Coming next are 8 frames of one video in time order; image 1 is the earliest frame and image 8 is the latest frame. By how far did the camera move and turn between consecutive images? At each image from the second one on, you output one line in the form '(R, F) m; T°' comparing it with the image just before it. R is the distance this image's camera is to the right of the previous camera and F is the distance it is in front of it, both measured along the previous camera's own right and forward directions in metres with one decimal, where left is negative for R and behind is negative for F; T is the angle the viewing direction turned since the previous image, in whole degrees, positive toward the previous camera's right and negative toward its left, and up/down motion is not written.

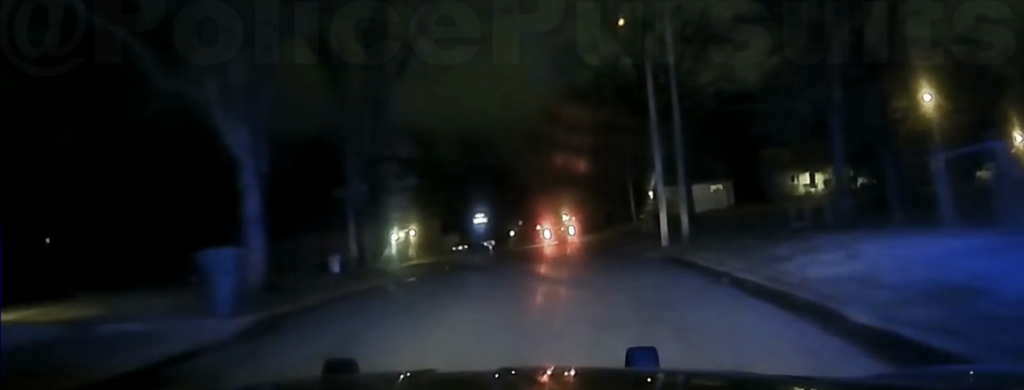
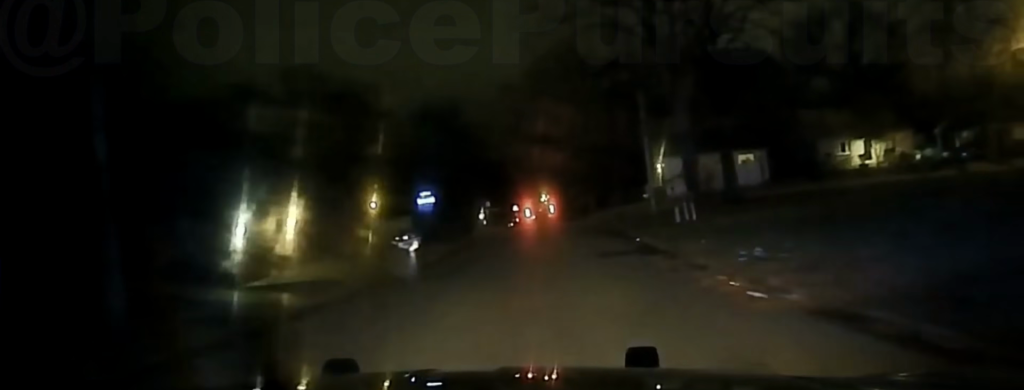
(-0.2, +24.1) m; -1°
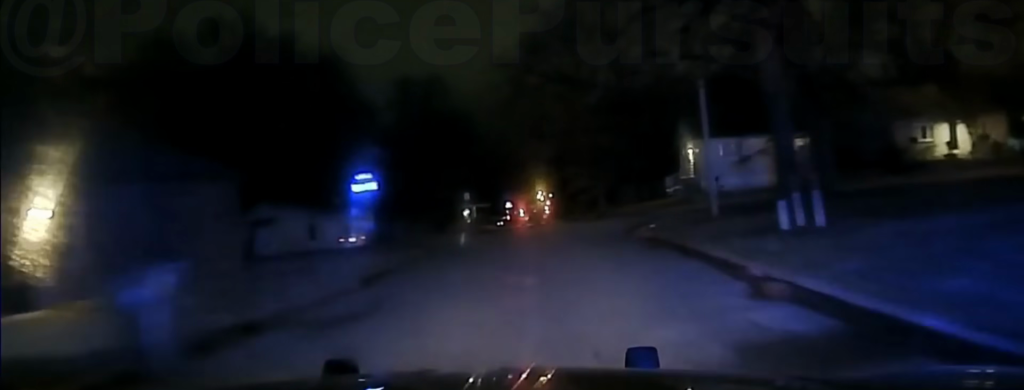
(-0.1, +19.4) m; -1°
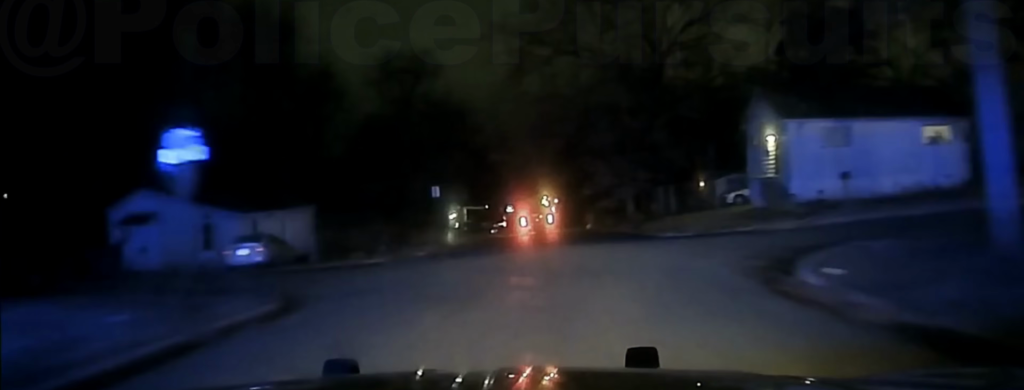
(-0.1, +19.6) m; 0°
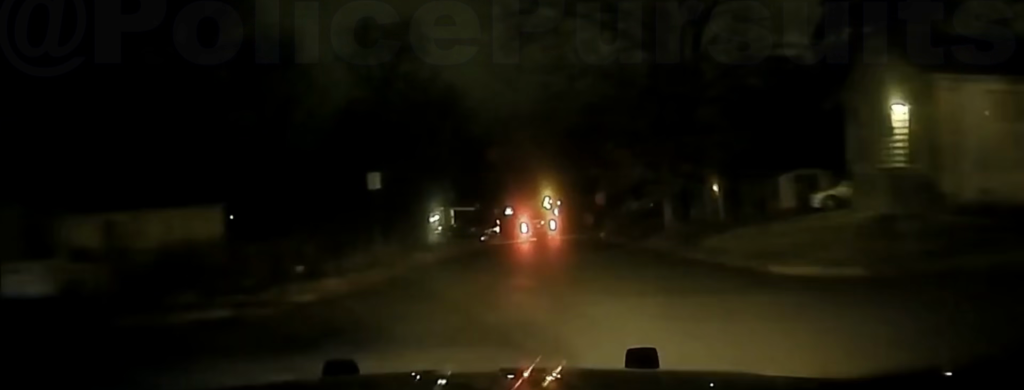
(-0.1, +15.5) m; 0°
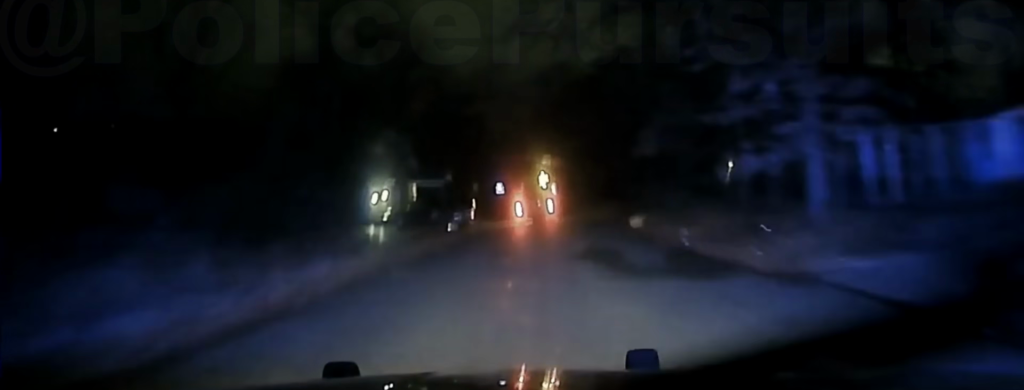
(+0.1, +18.8) m; +1°
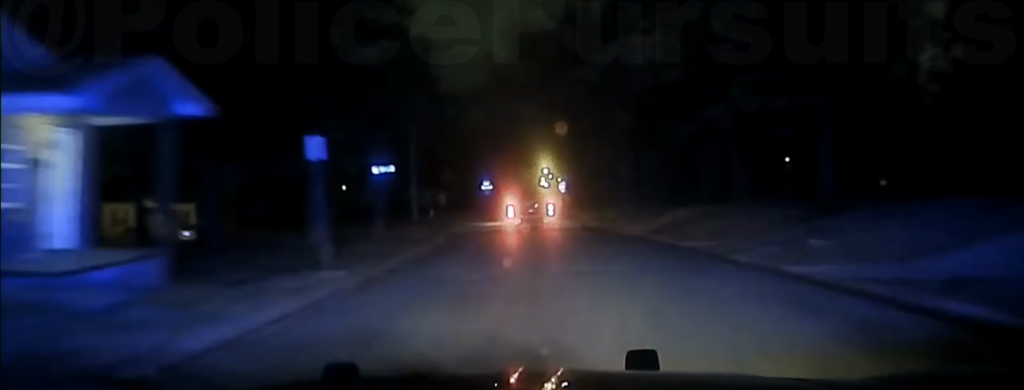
(+0.4, +39.3) m; +1°
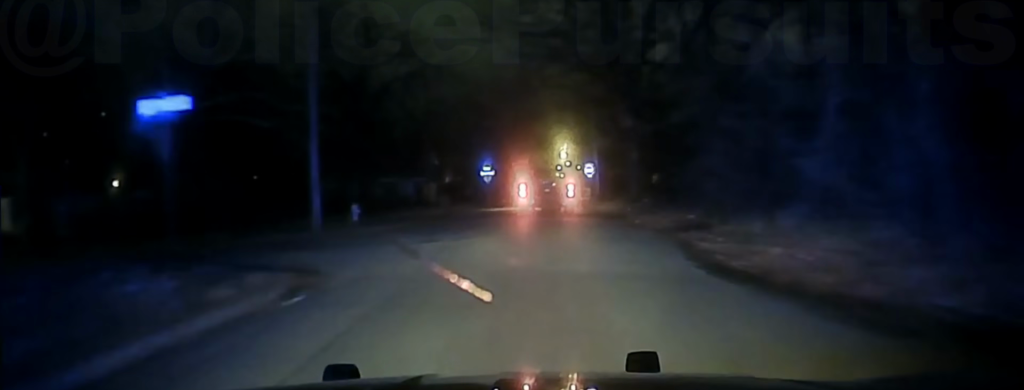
(0.0, +27.0) m; 0°
